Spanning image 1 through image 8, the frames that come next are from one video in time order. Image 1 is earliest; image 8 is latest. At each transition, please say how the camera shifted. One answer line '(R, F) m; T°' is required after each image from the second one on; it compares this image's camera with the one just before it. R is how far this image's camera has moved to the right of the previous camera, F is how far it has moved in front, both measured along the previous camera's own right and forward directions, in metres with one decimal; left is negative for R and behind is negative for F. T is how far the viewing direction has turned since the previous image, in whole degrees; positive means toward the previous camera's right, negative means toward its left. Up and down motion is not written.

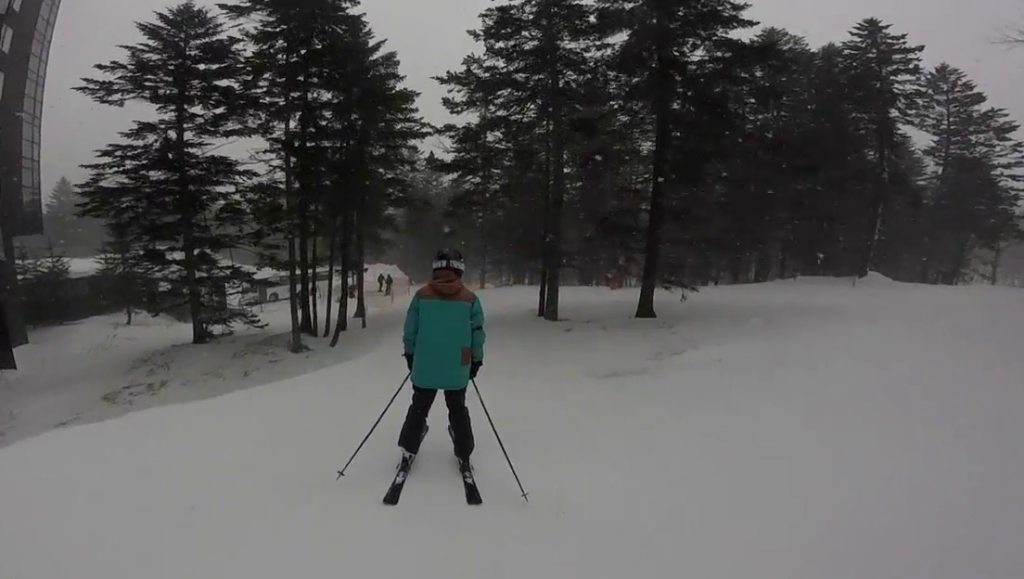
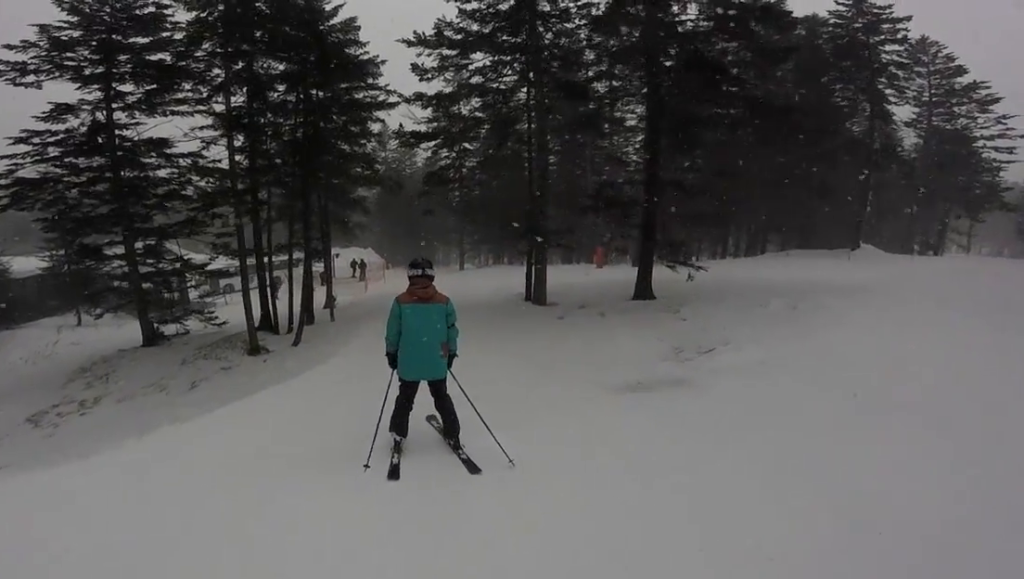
(+0.6, +4.1) m; +8°
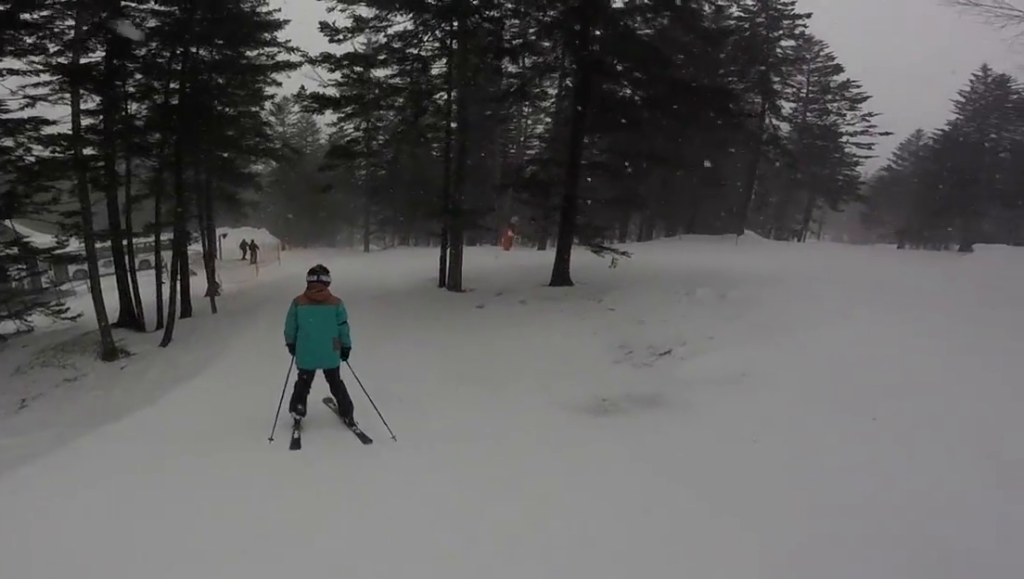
(+0.1, +3.3) m; -5°
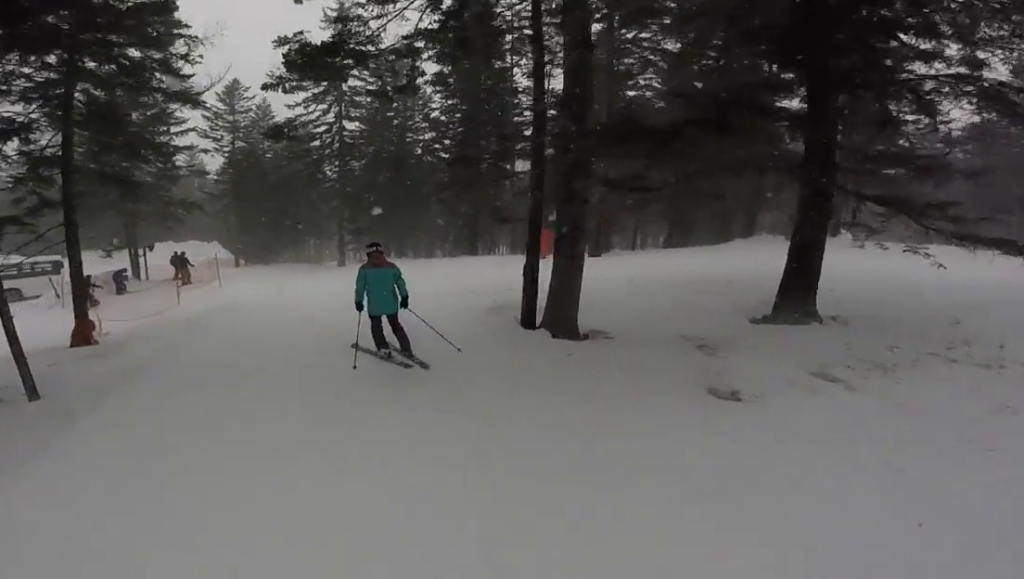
(-1.9, +9.1) m; -18°
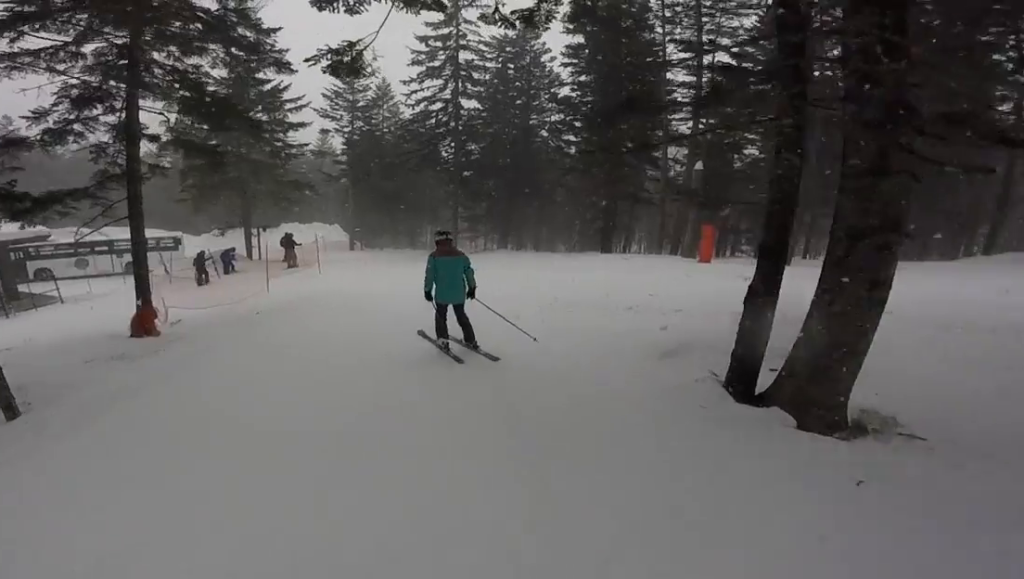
(+0.3, +2.2) m; -1°
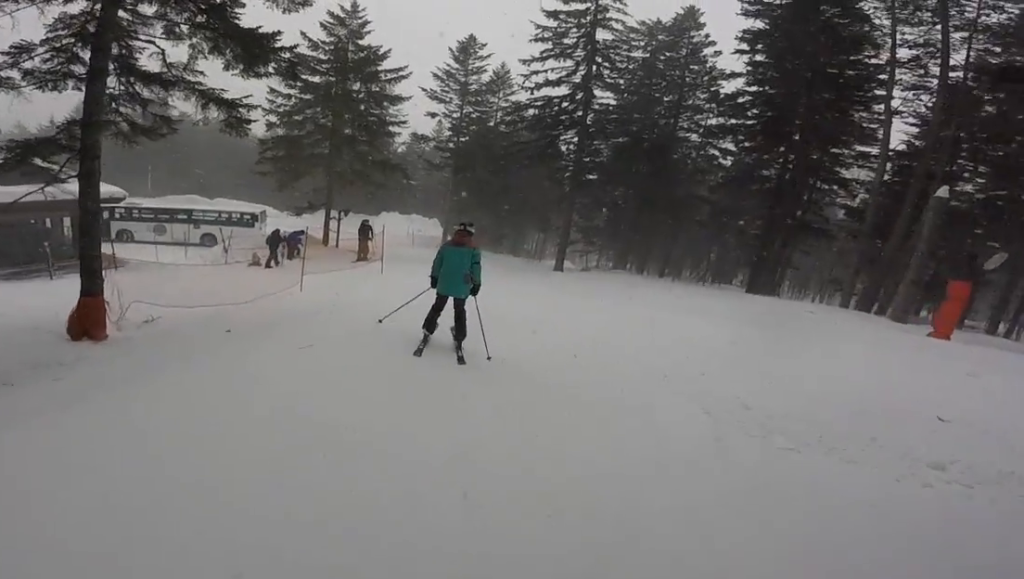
(-0.3, +3.2) m; -11°
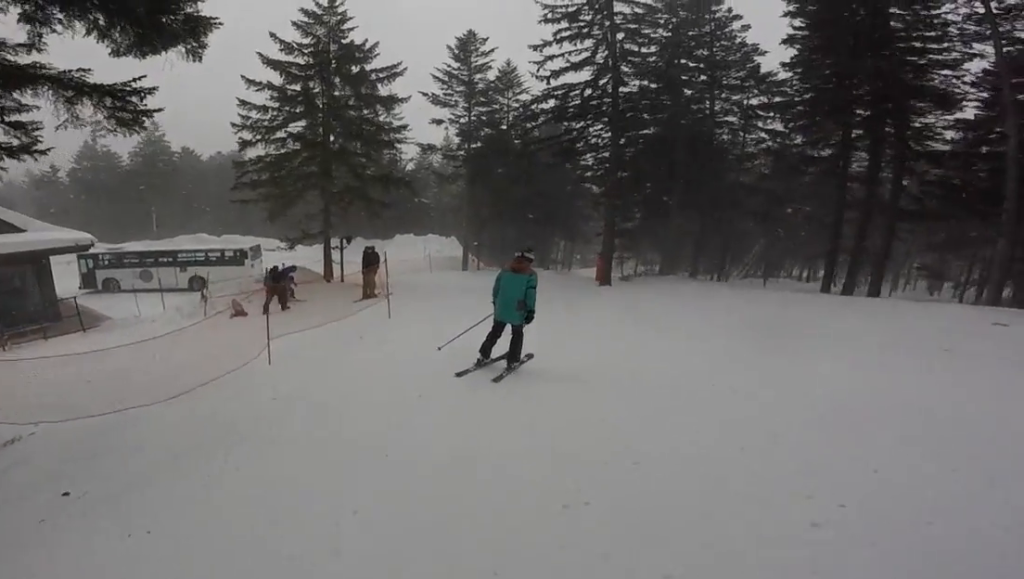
(-0.3, +2.9) m; -7°
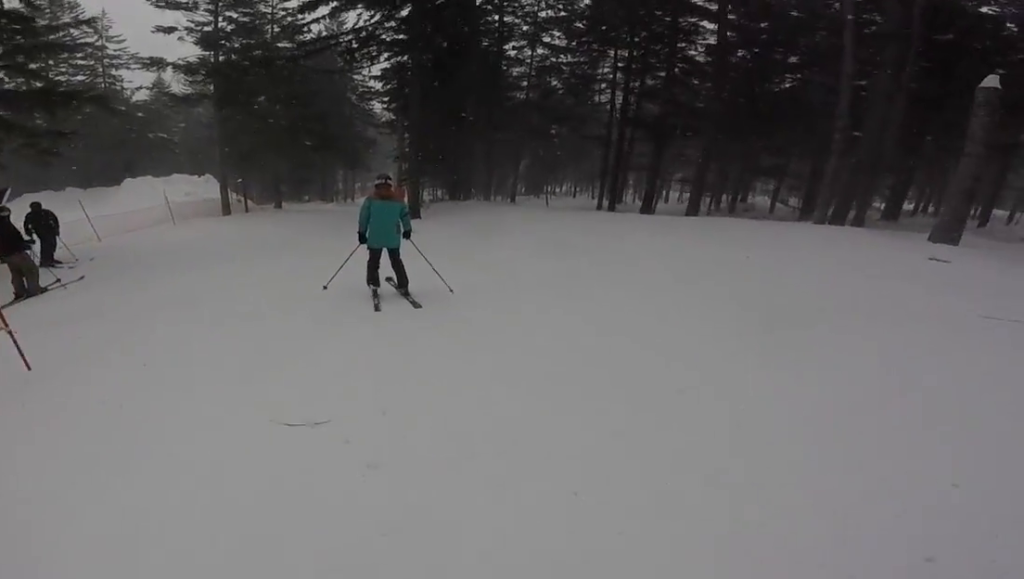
(-0.2, +4.1) m; +6°
